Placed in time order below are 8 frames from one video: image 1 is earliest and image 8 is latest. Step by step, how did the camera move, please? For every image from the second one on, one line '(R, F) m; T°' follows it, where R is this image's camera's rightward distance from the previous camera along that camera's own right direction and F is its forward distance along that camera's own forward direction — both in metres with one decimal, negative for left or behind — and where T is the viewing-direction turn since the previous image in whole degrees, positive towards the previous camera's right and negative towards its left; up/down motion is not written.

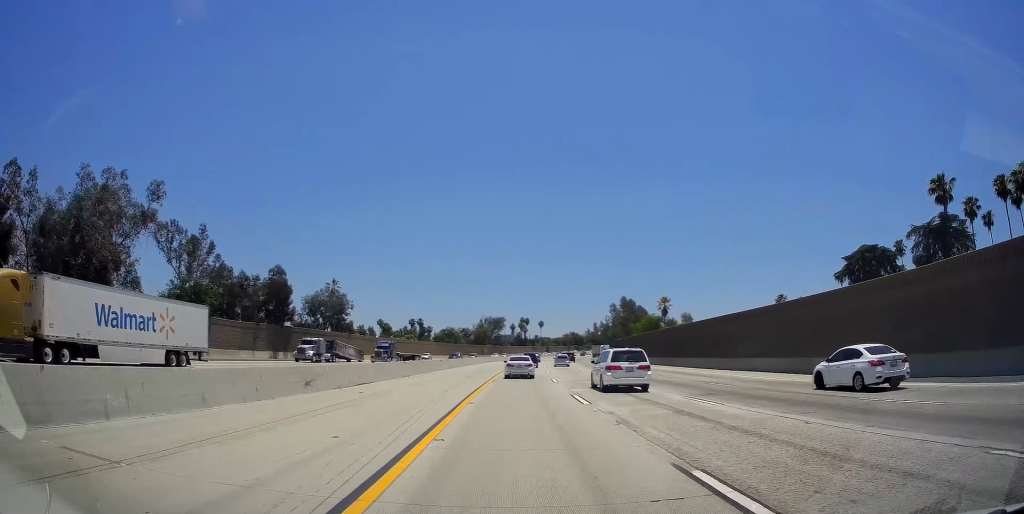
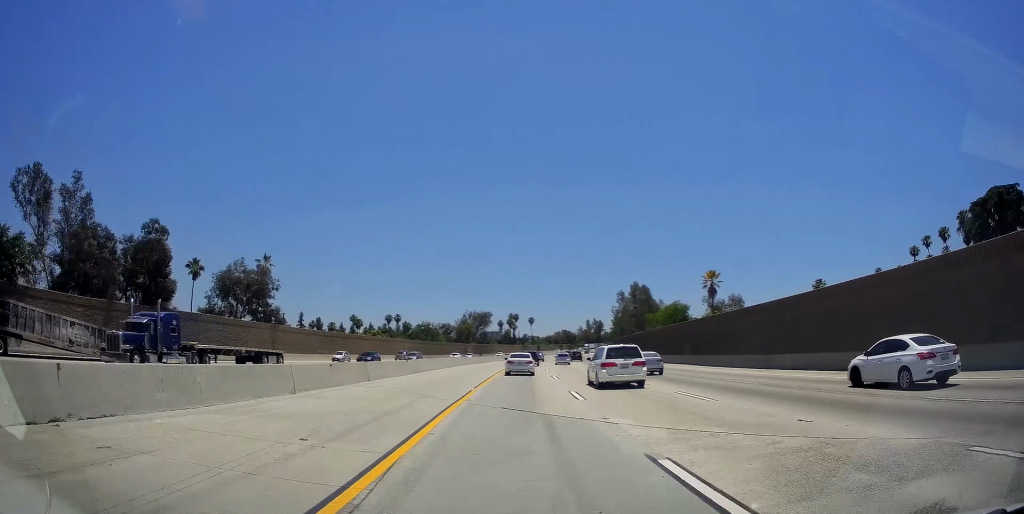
(-0.3, +29.0) m; +1°
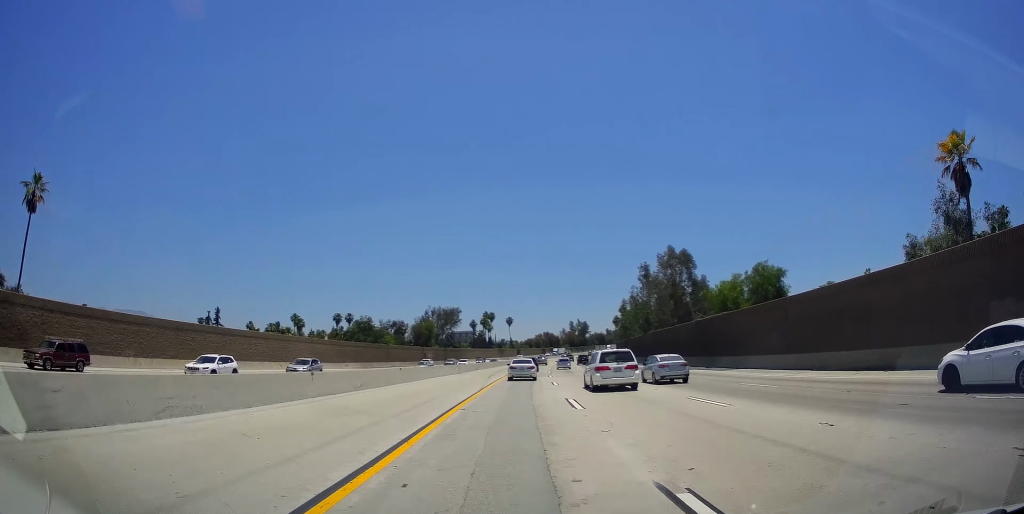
(+1.2, +44.4) m; +3°
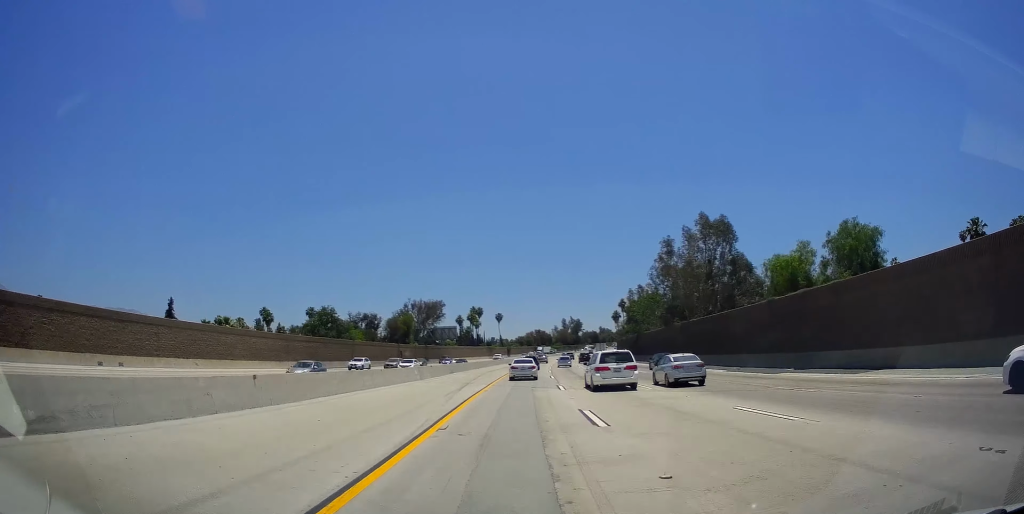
(+0.2, +18.7) m; +1°
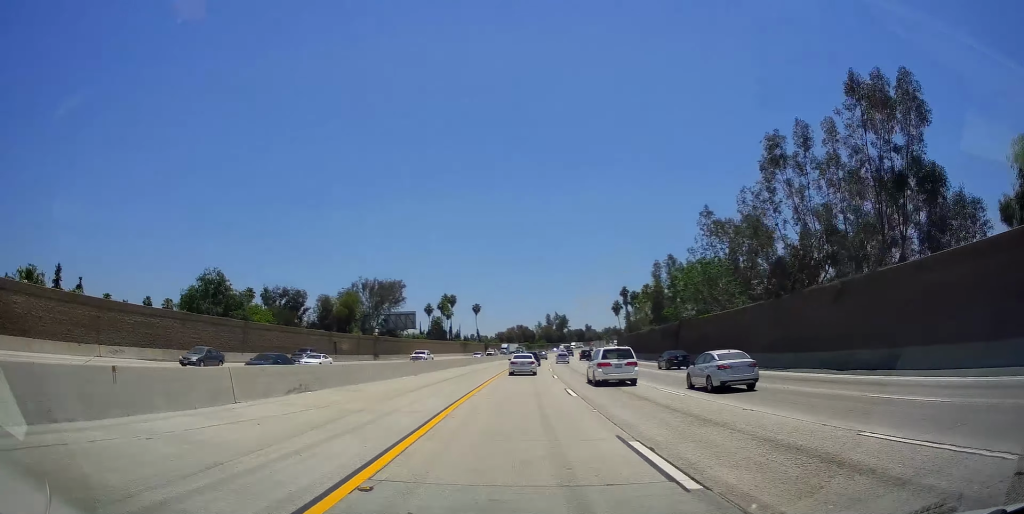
(+0.4, +36.8) m; +1°
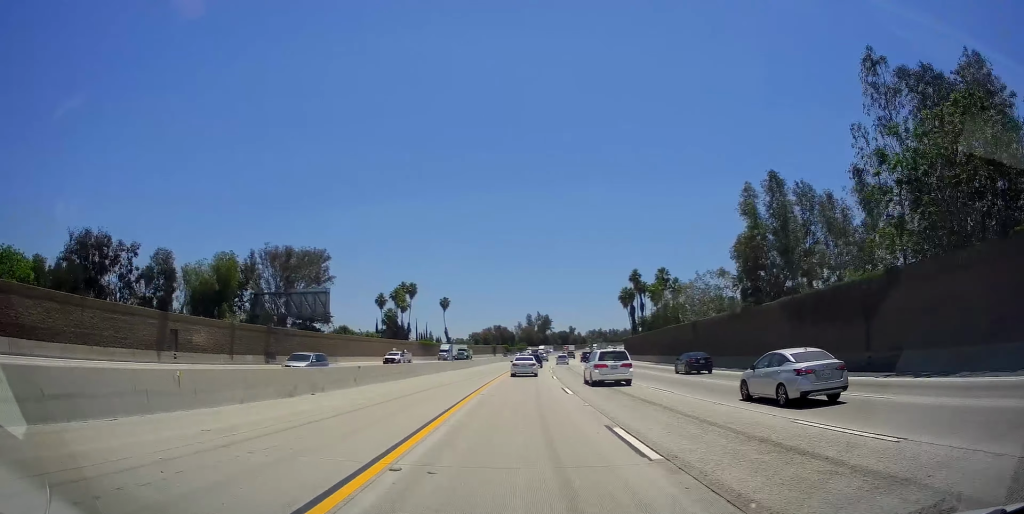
(+0.5, +42.1) m; +2°
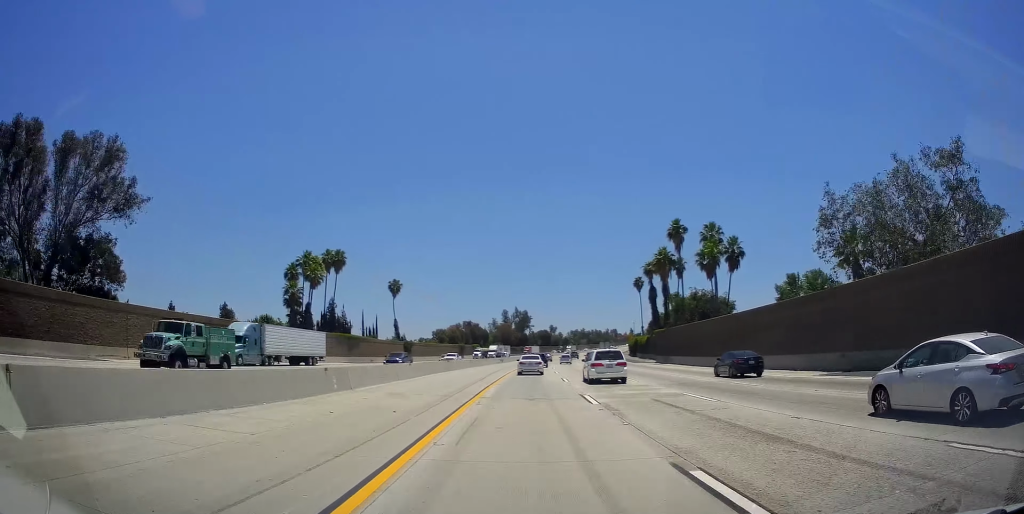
(+1.2, +46.6) m; +3°
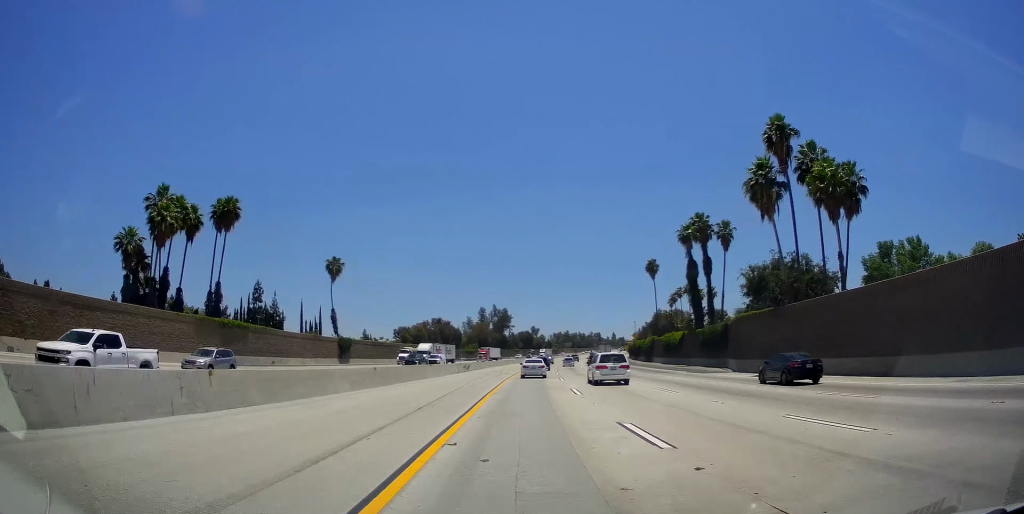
(+0.7, +37.8) m; +1°
